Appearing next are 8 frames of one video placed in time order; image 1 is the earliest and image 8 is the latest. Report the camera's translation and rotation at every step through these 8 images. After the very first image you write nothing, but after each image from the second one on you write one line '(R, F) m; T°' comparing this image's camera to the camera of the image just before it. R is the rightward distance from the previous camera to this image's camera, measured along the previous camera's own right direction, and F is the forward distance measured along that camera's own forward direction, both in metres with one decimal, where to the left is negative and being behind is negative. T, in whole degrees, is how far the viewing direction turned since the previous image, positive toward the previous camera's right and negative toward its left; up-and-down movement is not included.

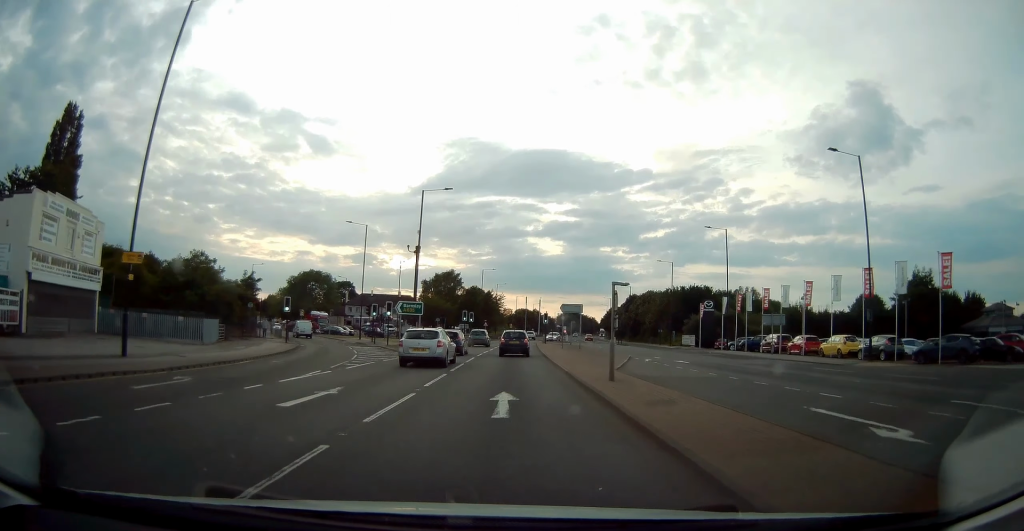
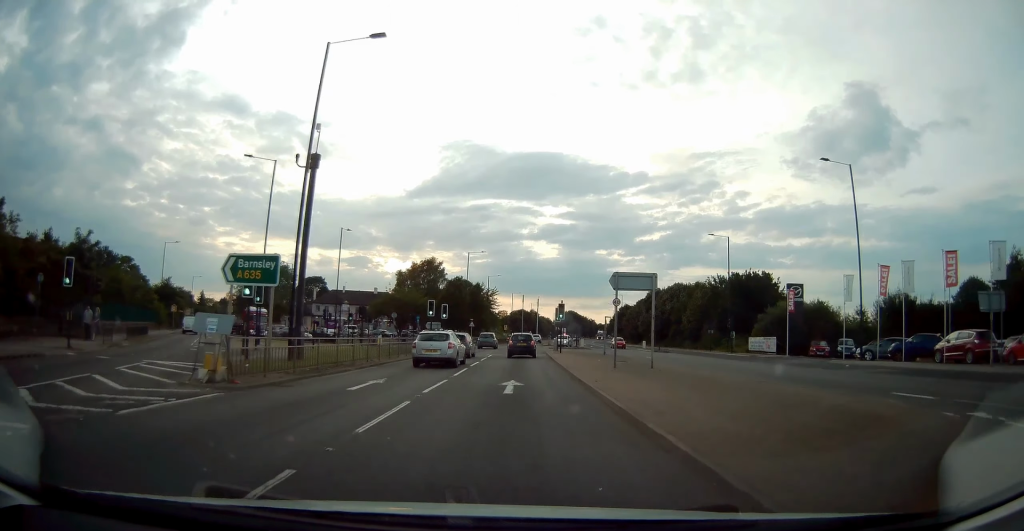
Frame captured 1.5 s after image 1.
(-0.2, +23.9) m; +1°
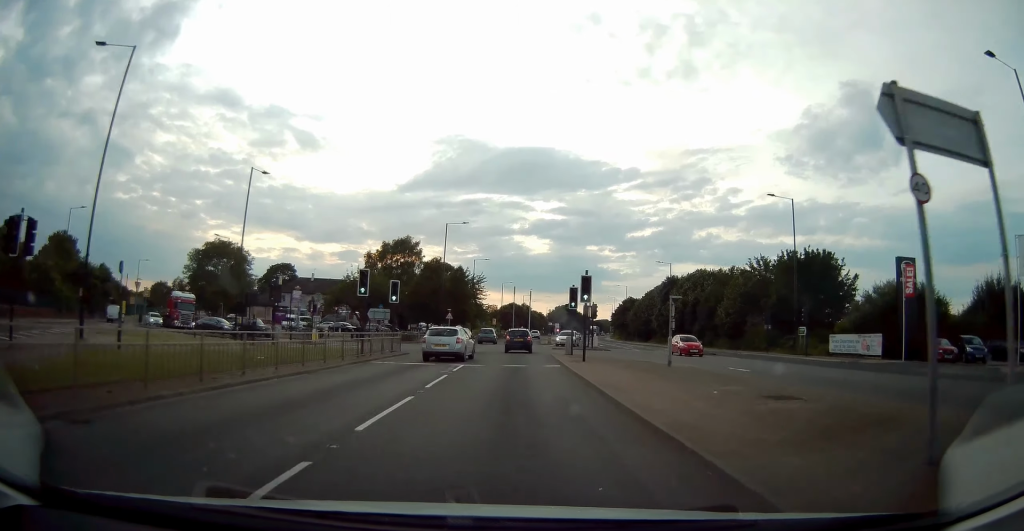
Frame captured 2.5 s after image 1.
(+0.3, +16.9) m; 0°
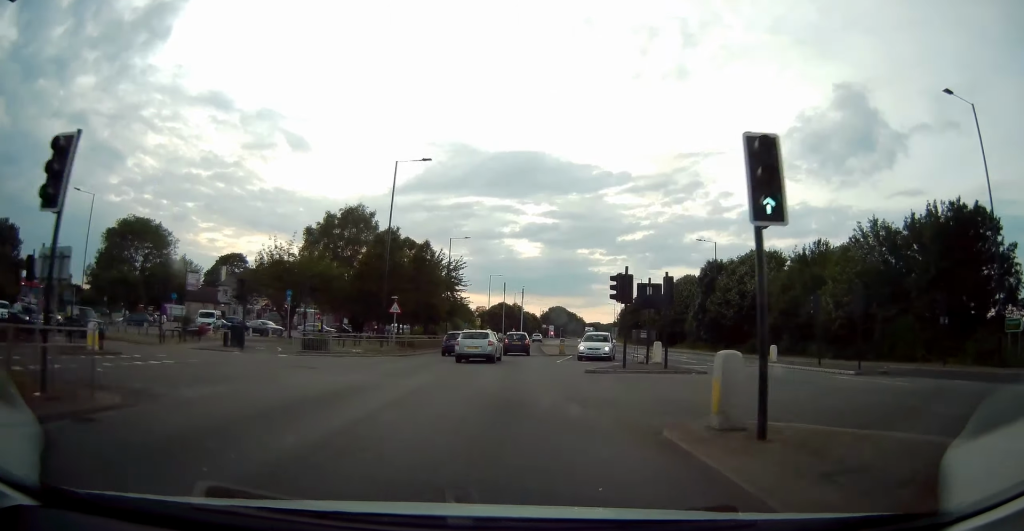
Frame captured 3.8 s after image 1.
(-0.1, +23.0) m; +1°
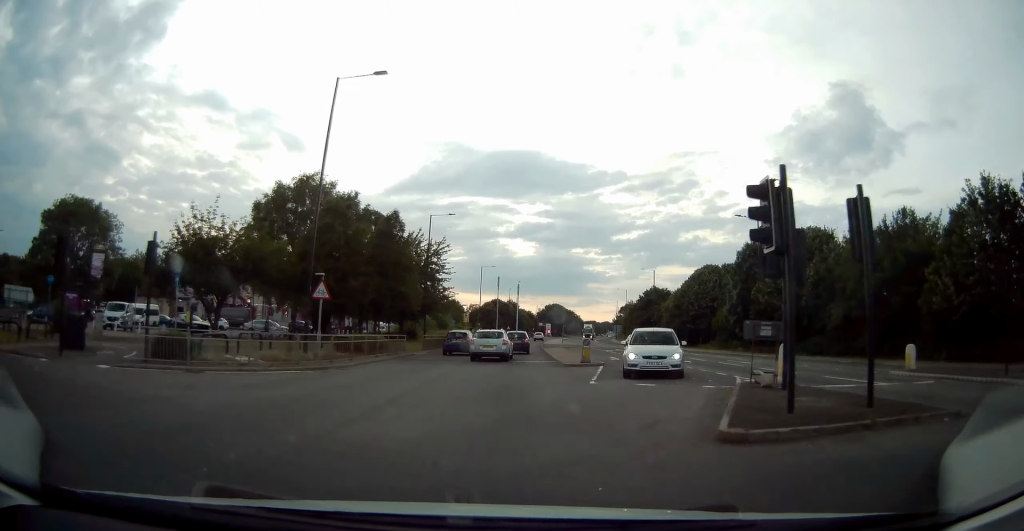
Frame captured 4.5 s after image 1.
(+0.2, +13.0) m; +1°
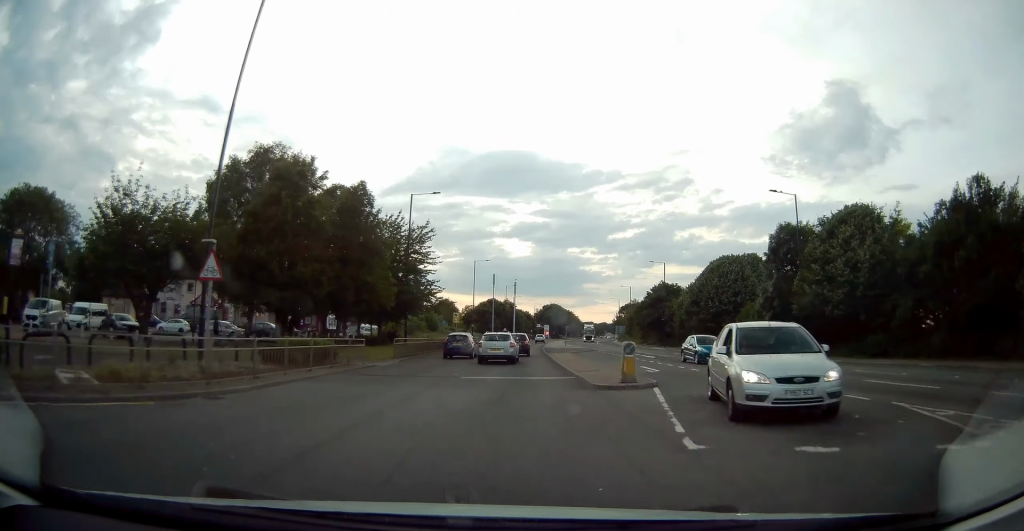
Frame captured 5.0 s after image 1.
(+0.1, +8.3) m; 0°
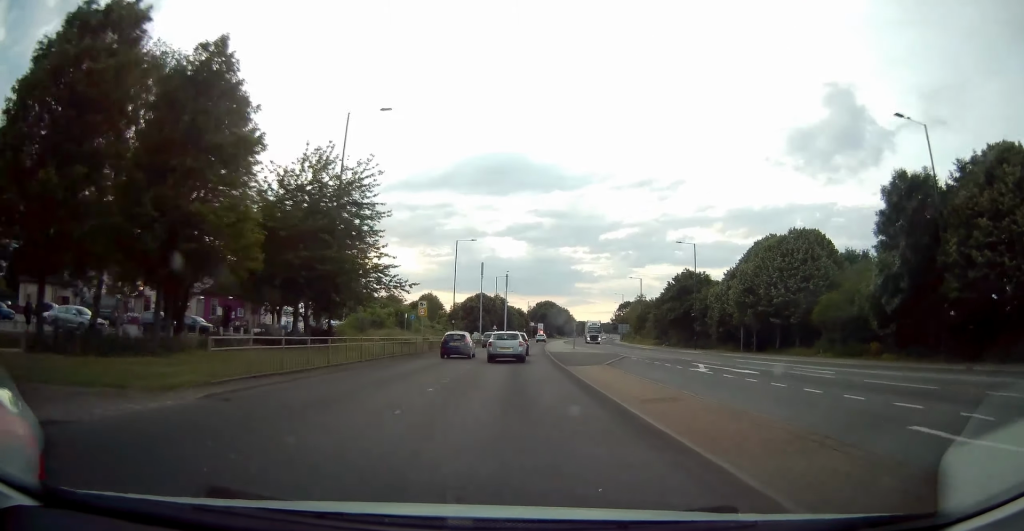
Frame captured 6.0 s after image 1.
(0.0, +17.7) m; +1°
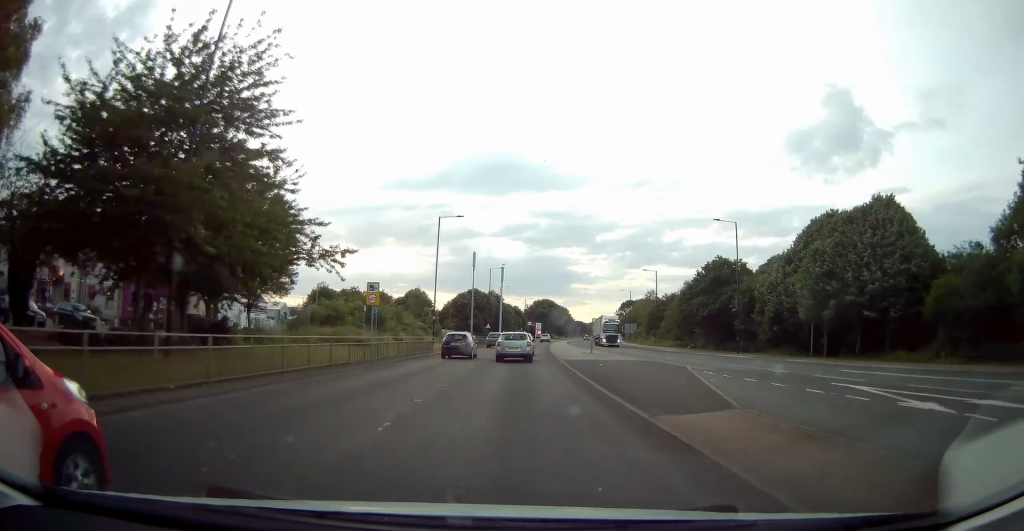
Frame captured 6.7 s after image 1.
(+0.1, +14.2) m; 0°
